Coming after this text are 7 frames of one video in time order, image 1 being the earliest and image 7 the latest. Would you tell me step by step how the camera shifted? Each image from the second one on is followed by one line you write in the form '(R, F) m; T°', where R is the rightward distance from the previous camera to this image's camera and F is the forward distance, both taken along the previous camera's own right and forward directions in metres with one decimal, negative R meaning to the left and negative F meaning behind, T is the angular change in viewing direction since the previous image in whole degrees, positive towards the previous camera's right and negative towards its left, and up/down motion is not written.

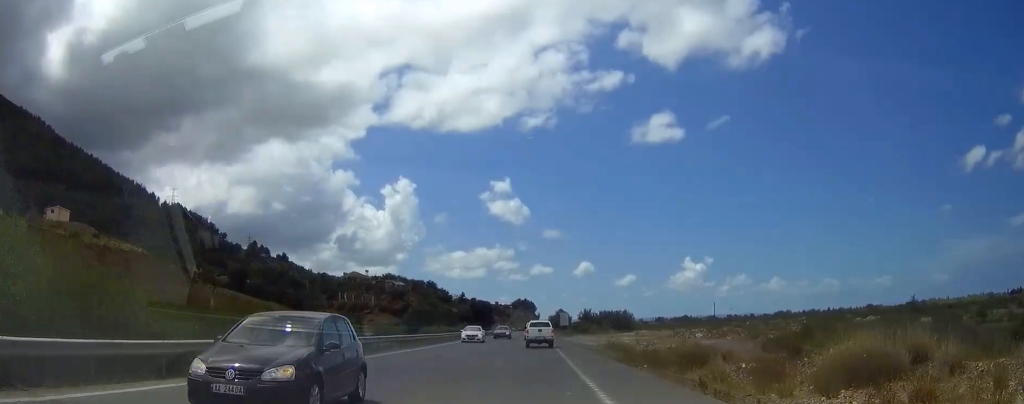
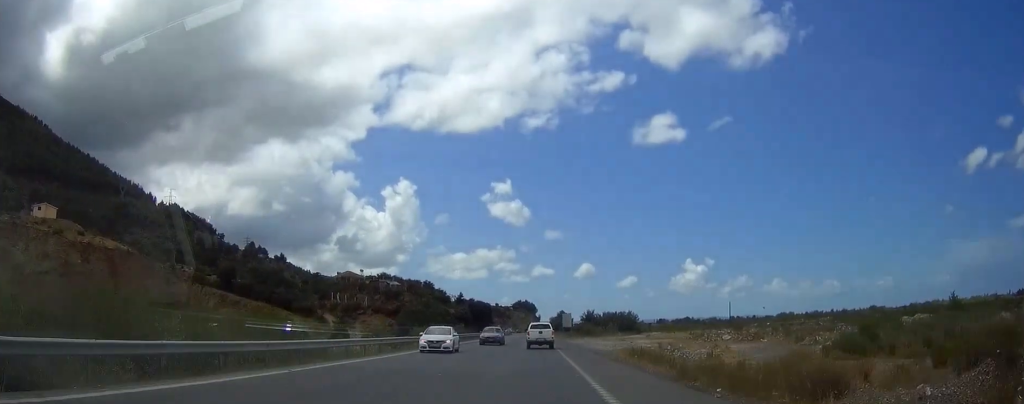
(0.0, +9.5) m; 0°
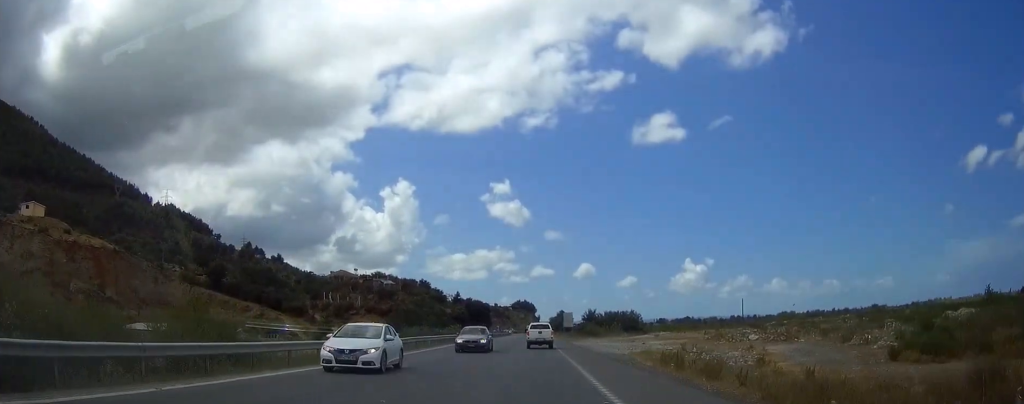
(0.0, +7.3) m; 0°
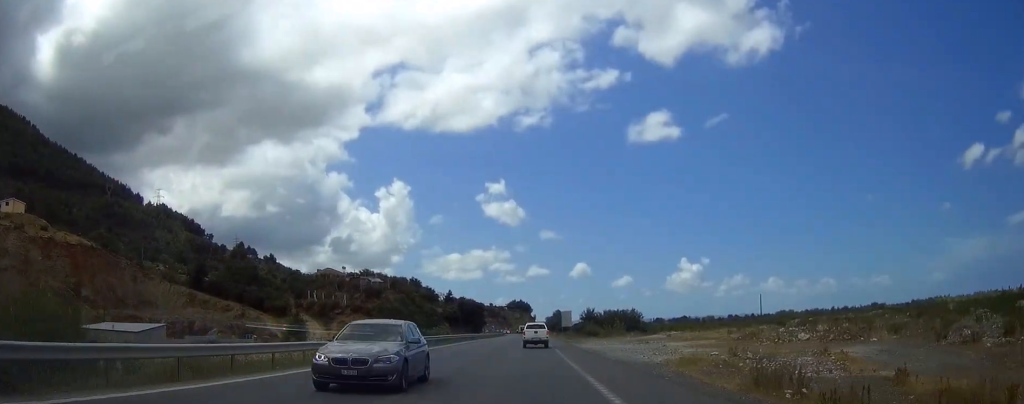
(0.0, +10.5) m; 0°
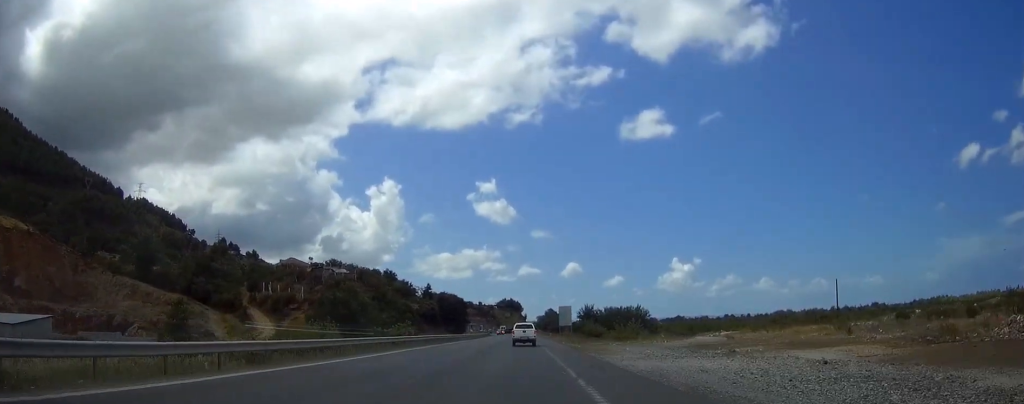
(+0.2, +27.3) m; 0°
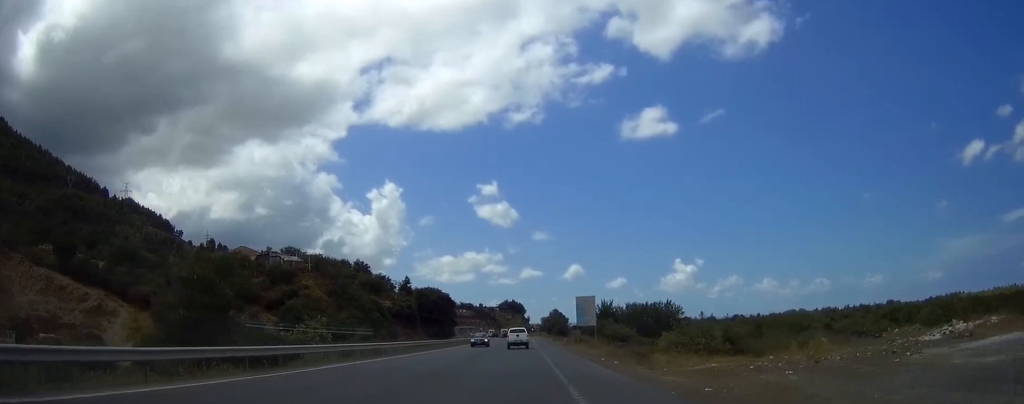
(+0.2, +36.3) m; 0°
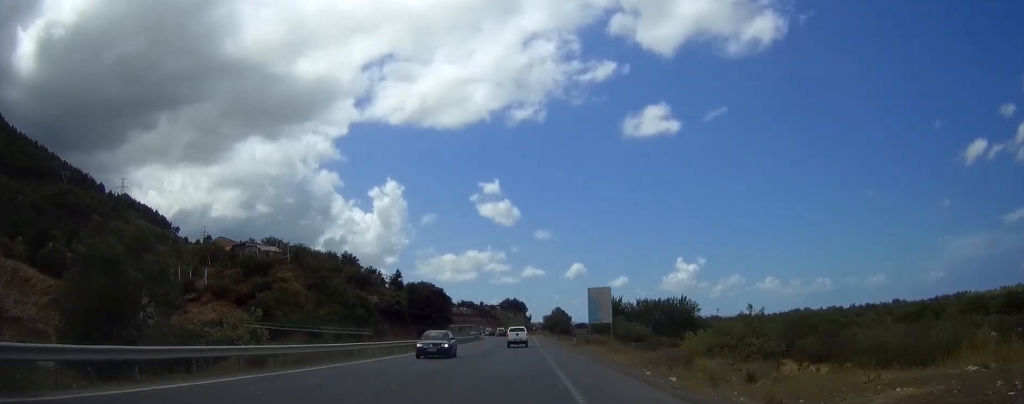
(-0.1, +12.4) m; 0°
